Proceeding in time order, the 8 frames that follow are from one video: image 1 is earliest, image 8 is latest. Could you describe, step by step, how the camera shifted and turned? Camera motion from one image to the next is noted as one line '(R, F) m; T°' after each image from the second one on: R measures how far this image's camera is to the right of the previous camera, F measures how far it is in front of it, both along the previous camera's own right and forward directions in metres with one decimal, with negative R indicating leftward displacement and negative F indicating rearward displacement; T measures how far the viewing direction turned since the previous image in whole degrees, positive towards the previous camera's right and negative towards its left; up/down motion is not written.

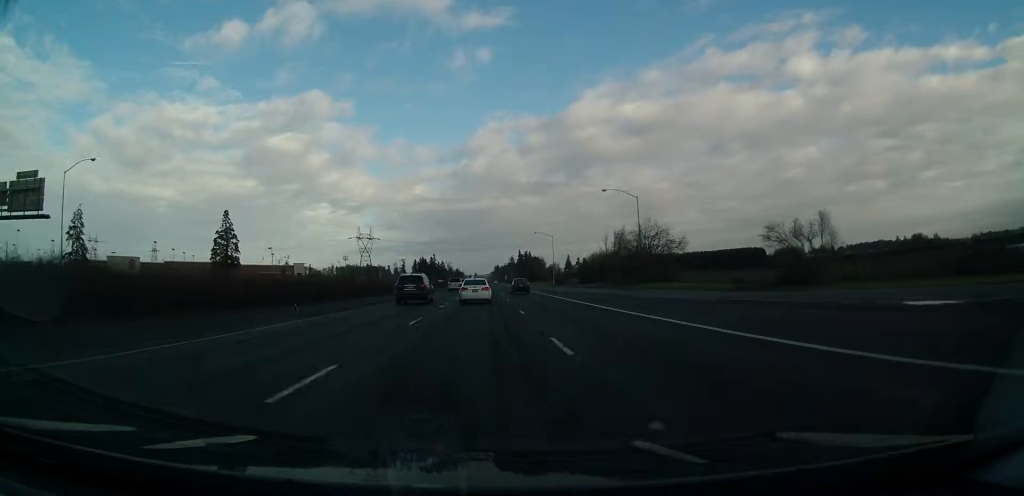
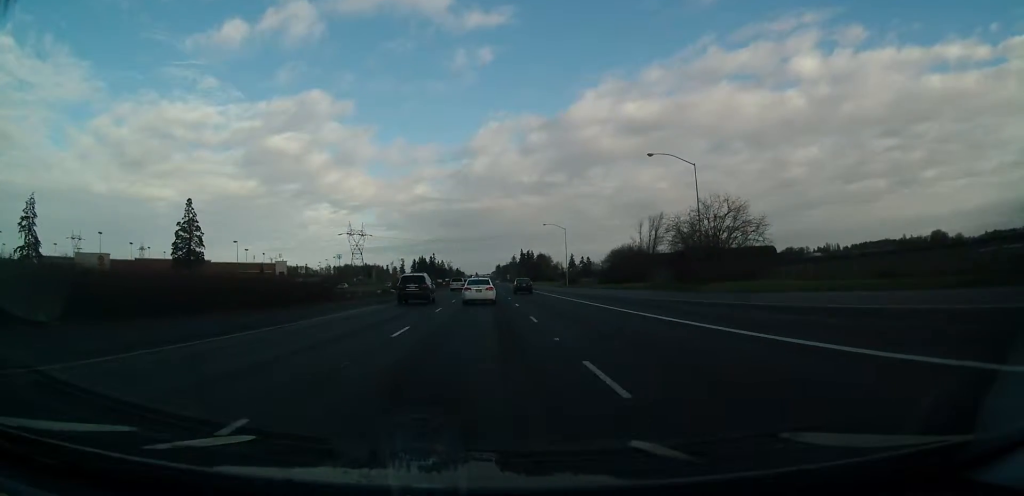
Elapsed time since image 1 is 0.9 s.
(-0.2, +28.2) m; -1°
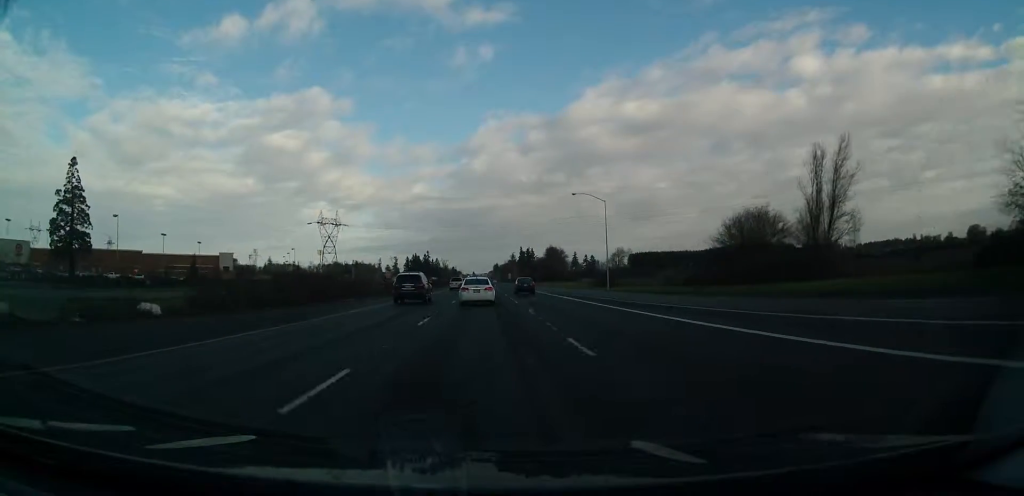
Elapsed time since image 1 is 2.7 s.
(-0.3, +57.6) m; 0°
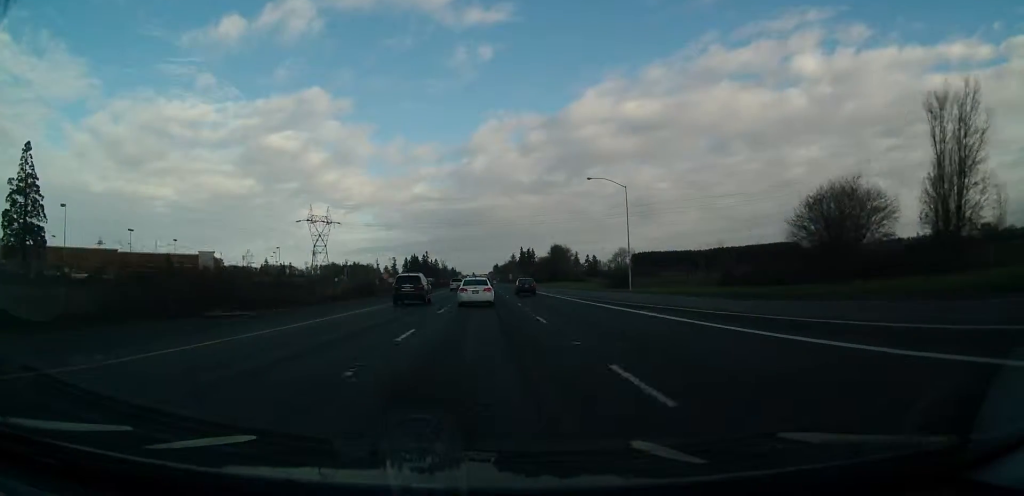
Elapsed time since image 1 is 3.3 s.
(0.0, +16.7) m; 0°
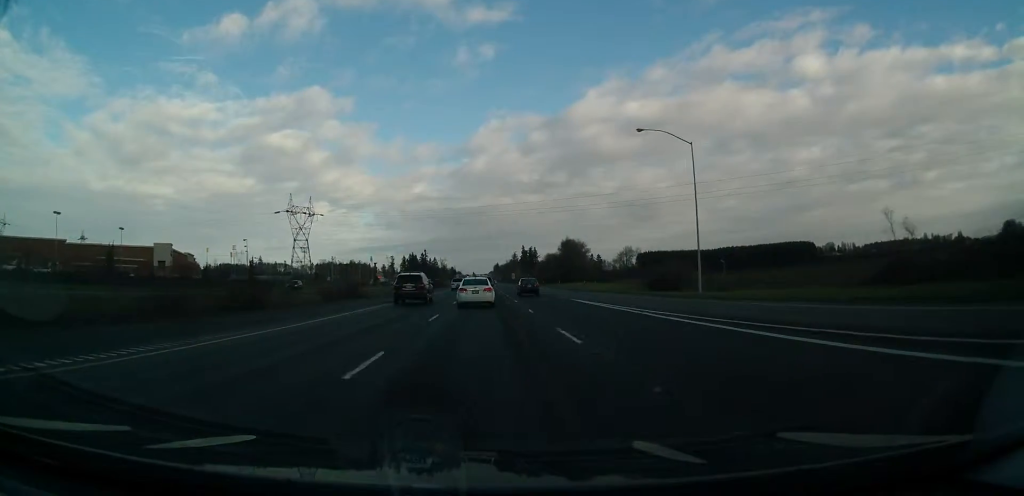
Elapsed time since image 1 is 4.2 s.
(-0.1, +30.1) m; 0°
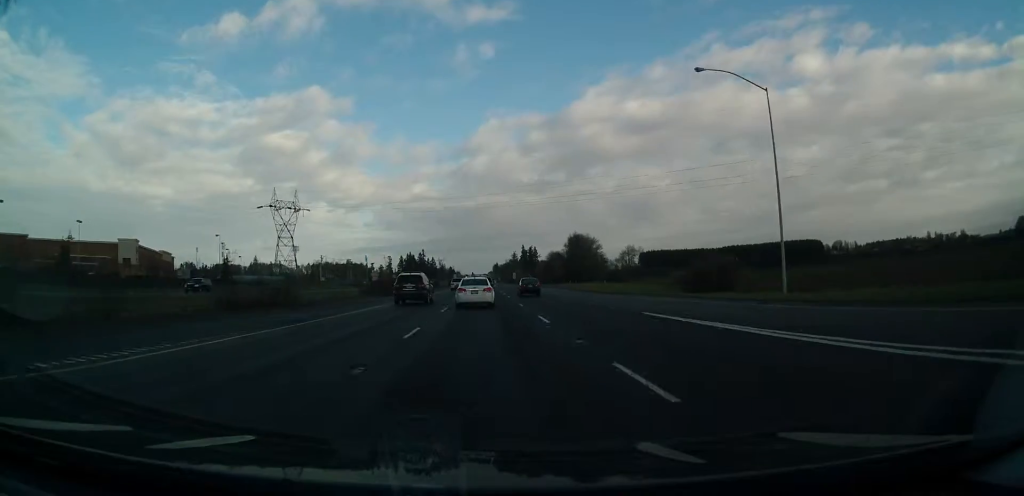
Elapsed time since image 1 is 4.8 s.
(+0.2, +18.5) m; 0°
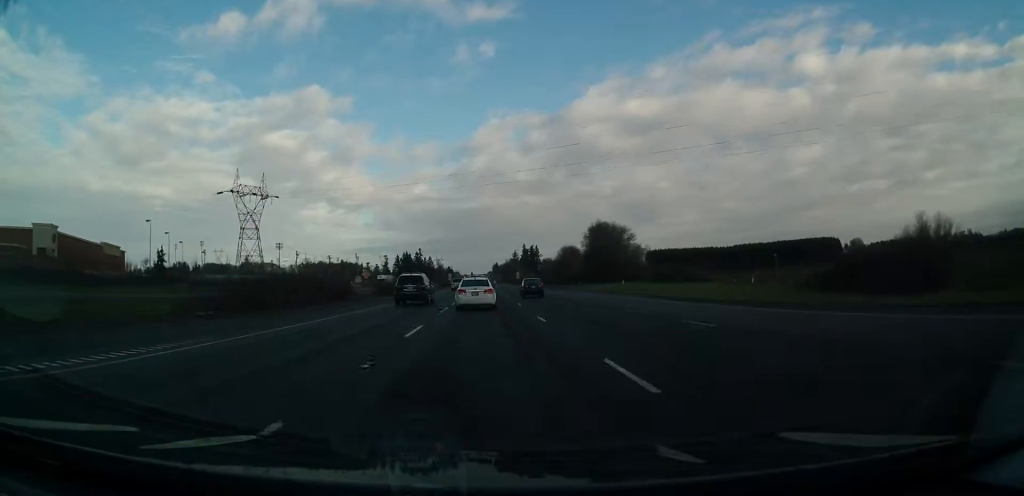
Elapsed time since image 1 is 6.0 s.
(0.0, +36.0) m; -1°
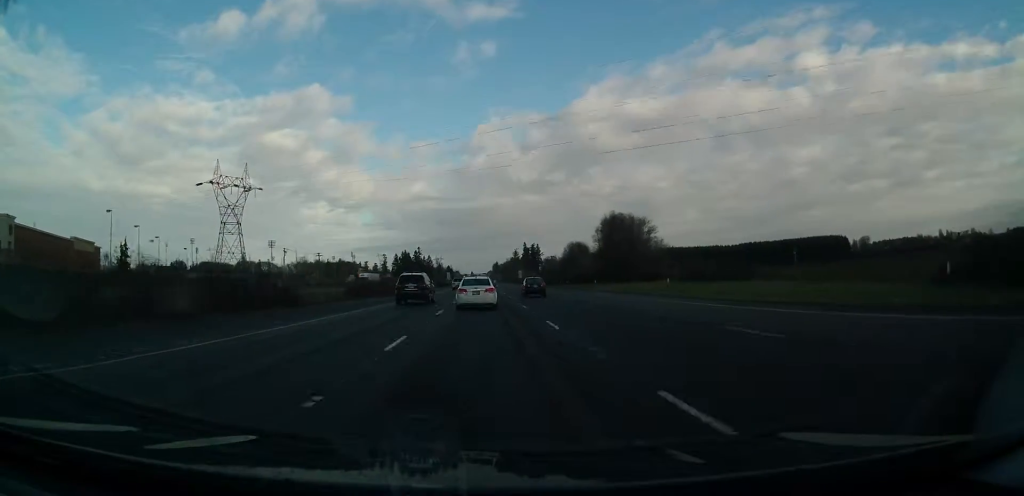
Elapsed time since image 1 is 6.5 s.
(-0.1, +15.4) m; 0°
